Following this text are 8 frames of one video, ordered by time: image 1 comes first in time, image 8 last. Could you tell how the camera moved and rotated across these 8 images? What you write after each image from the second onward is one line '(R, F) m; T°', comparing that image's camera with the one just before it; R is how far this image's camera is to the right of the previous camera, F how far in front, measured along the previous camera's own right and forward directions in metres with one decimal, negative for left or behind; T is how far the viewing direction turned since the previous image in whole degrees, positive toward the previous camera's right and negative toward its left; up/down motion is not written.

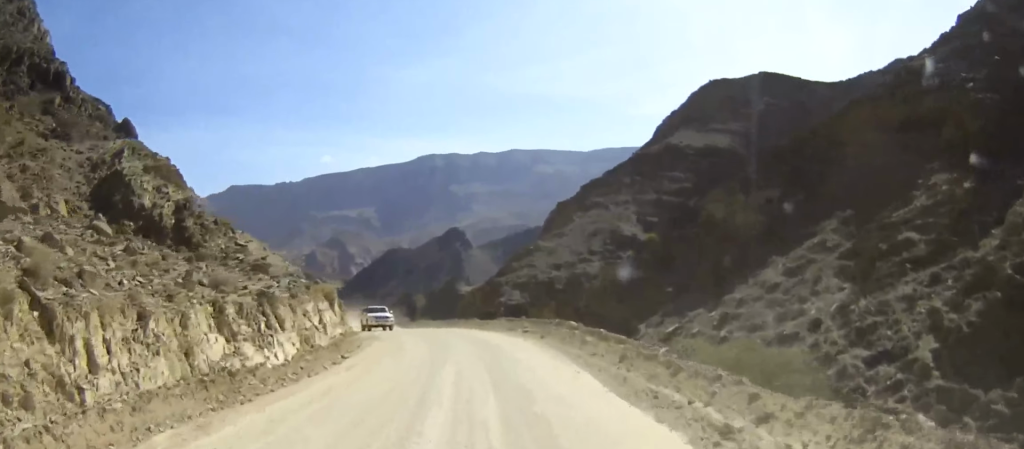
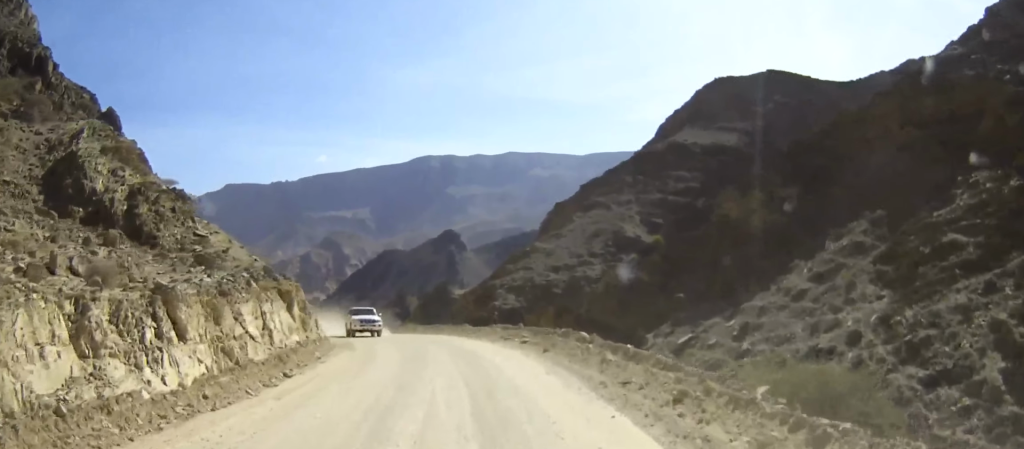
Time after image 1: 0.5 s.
(0.0, +6.0) m; +1°
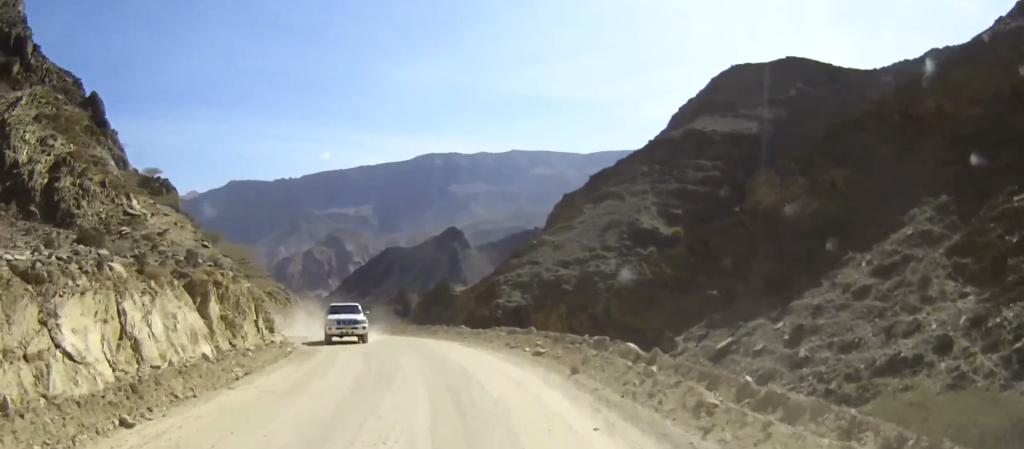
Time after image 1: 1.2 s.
(+0.1, +8.4) m; +1°
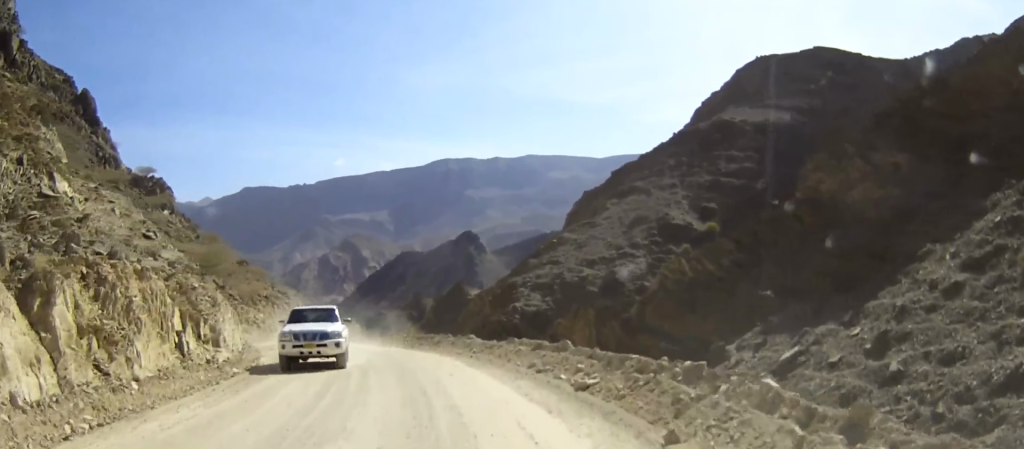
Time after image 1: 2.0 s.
(0.0, +8.4) m; 0°
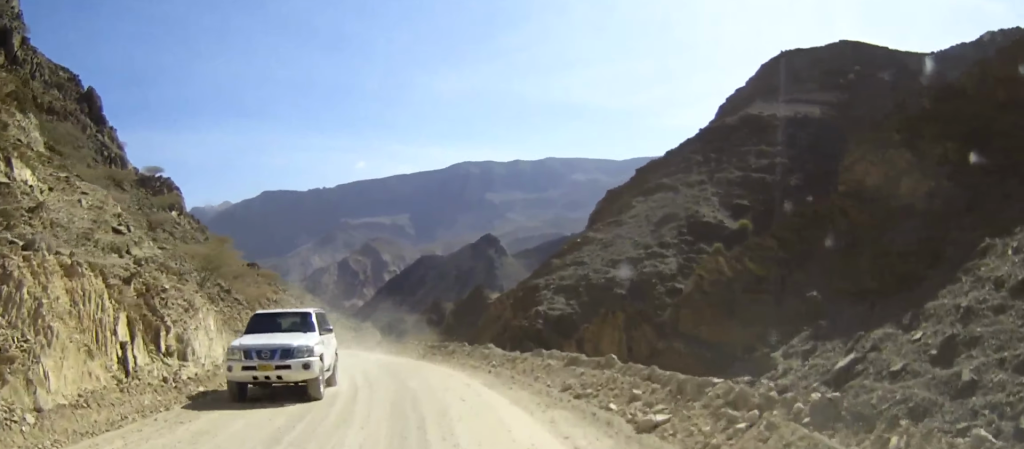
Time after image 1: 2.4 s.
(0.0, +4.2) m; -1°
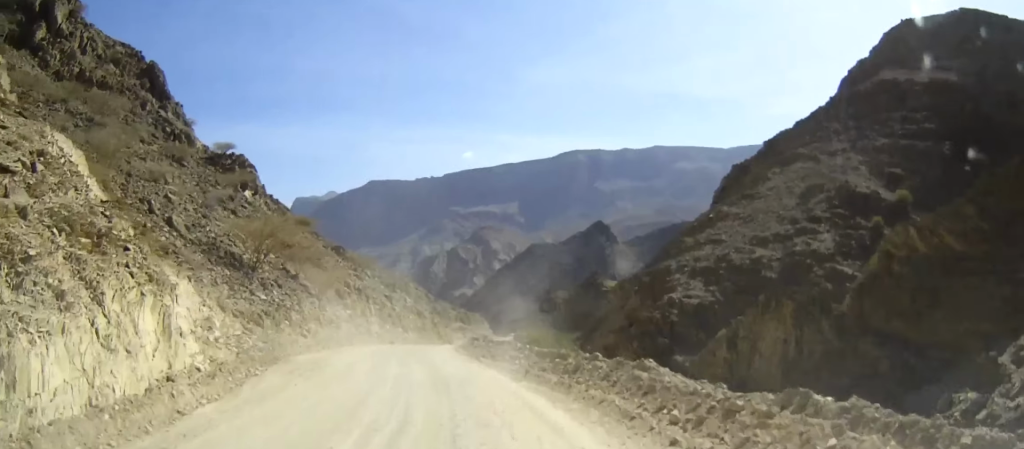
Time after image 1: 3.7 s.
(-0.3, +10.6) m; -6°
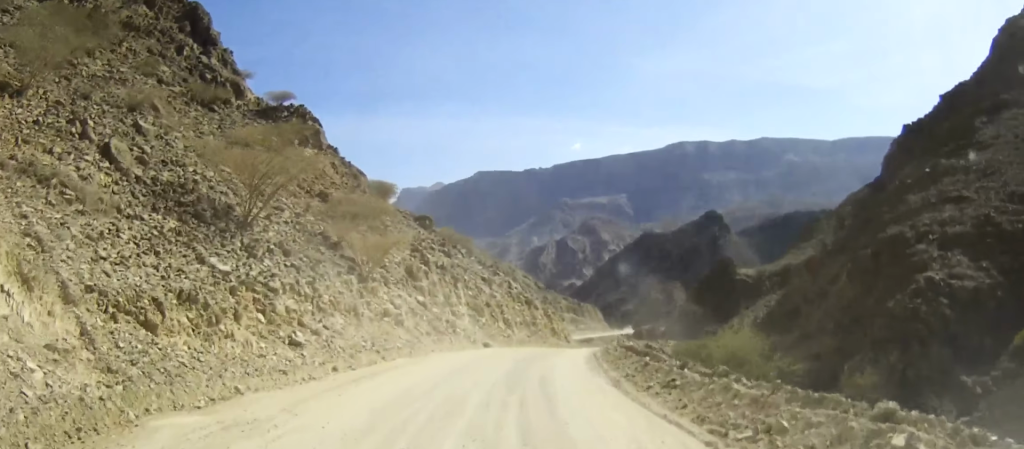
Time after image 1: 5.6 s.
(-2.0, +16.4) m; -12°
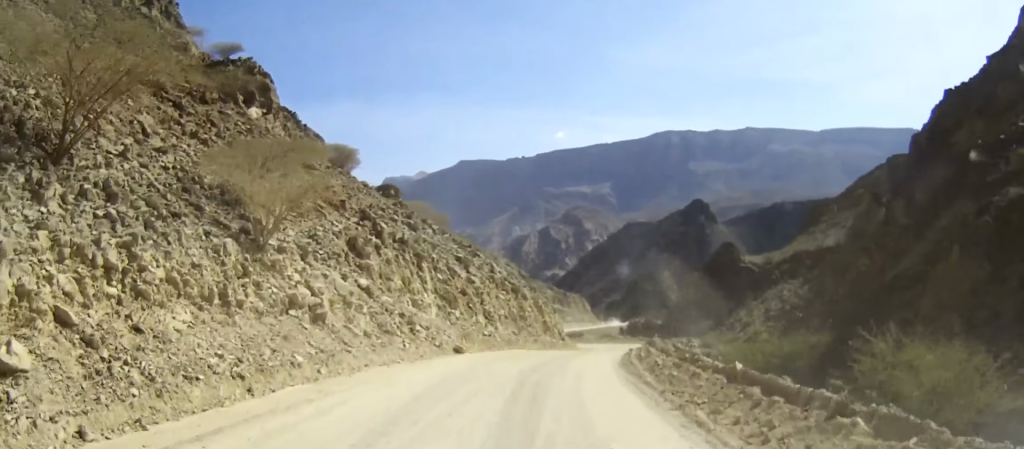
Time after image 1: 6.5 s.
(-0.2, +9.8) m; -2°
